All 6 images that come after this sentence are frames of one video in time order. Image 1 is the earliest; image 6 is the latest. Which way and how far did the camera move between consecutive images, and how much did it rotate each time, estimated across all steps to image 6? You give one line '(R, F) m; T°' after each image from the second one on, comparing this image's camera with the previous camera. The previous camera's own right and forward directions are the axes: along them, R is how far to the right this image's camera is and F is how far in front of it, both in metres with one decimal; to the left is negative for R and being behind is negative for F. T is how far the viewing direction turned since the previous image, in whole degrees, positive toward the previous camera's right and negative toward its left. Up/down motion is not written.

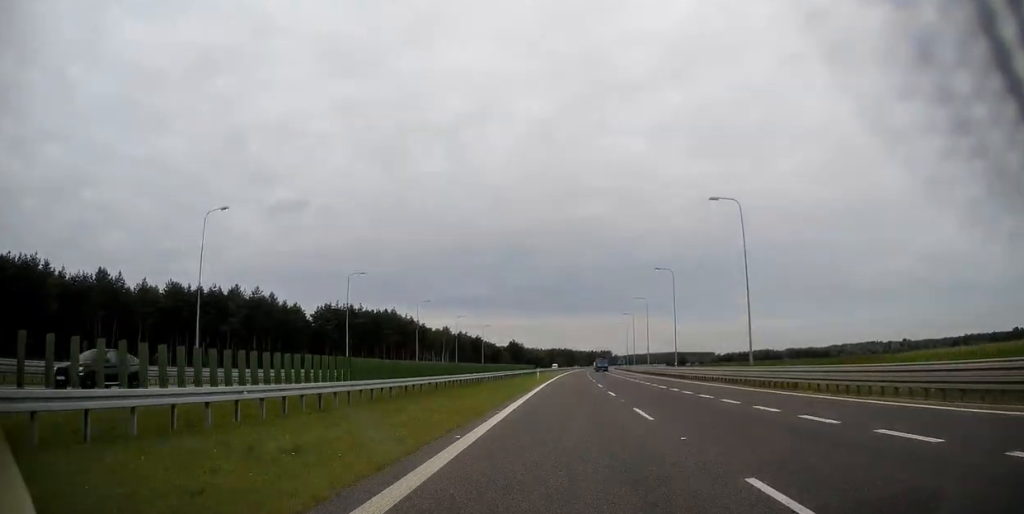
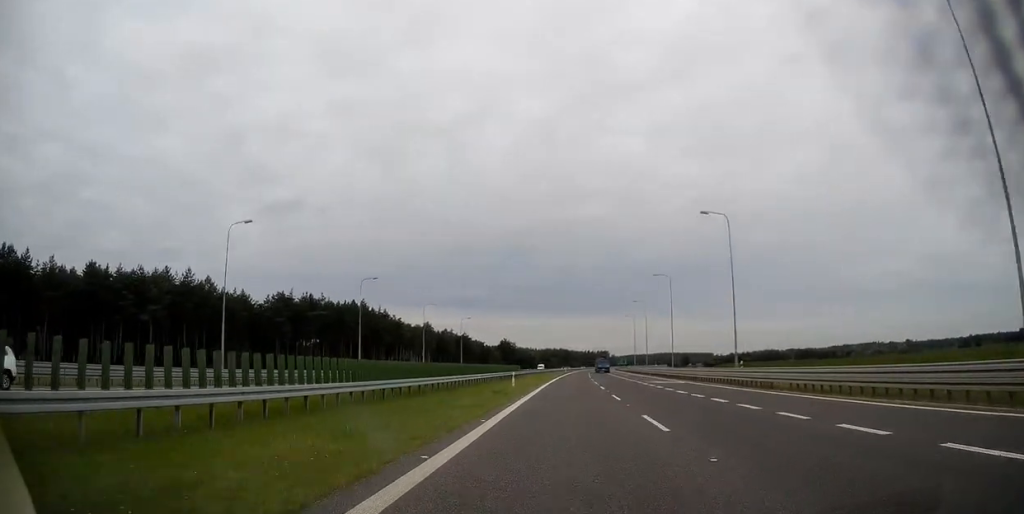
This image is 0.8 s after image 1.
(0.0, +26.6) m; 0°
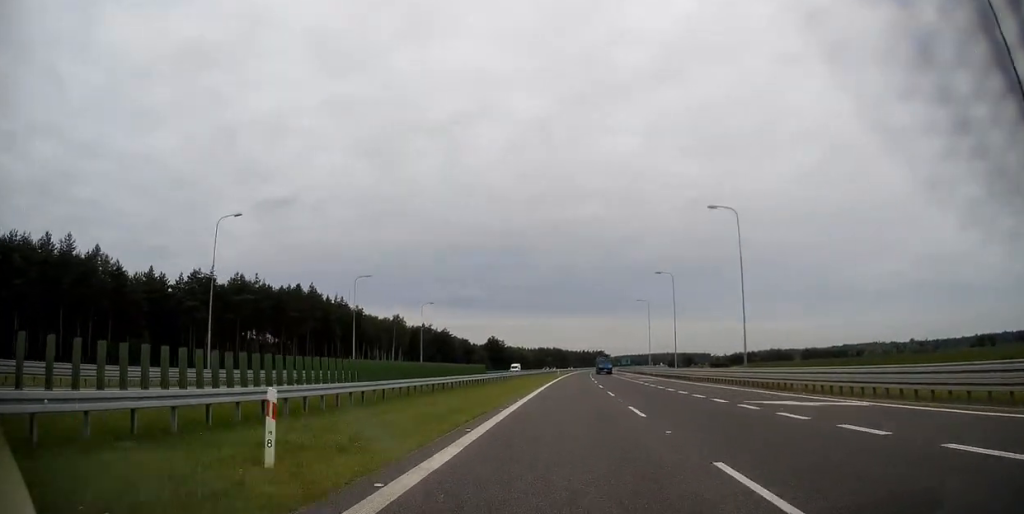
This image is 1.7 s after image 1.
(+0.3, +32.3) m; +1°
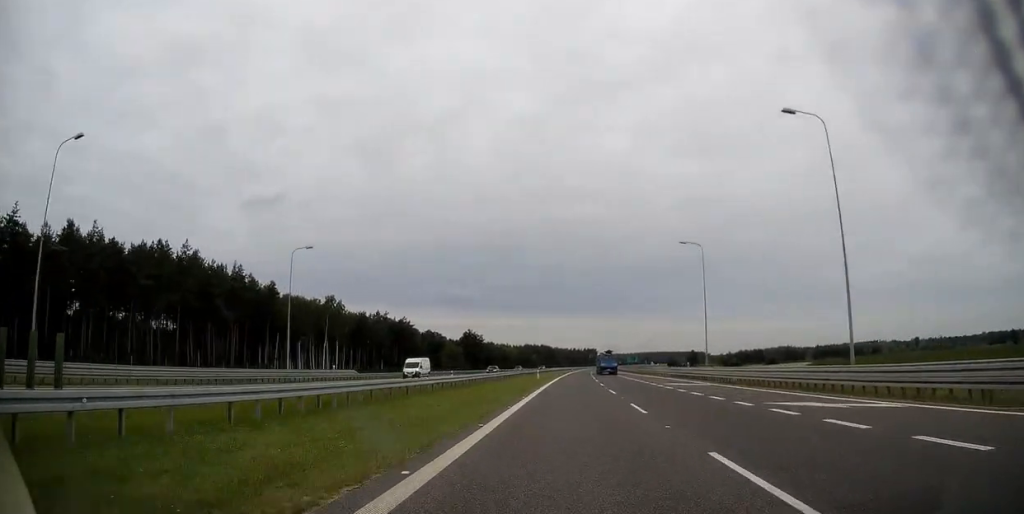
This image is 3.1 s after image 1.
(+0.2, +47.4) m; +1°
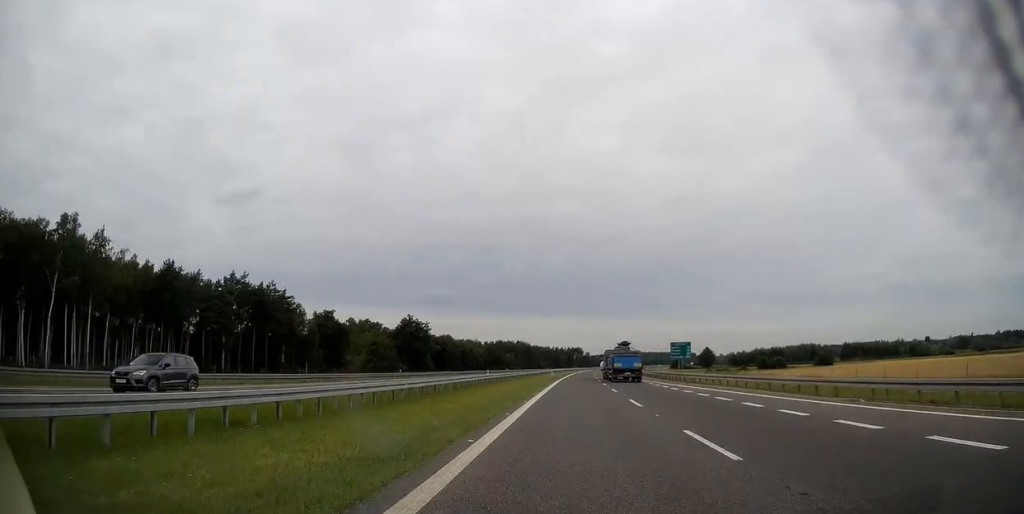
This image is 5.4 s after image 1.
(+1.0, +80.9) m; +2°
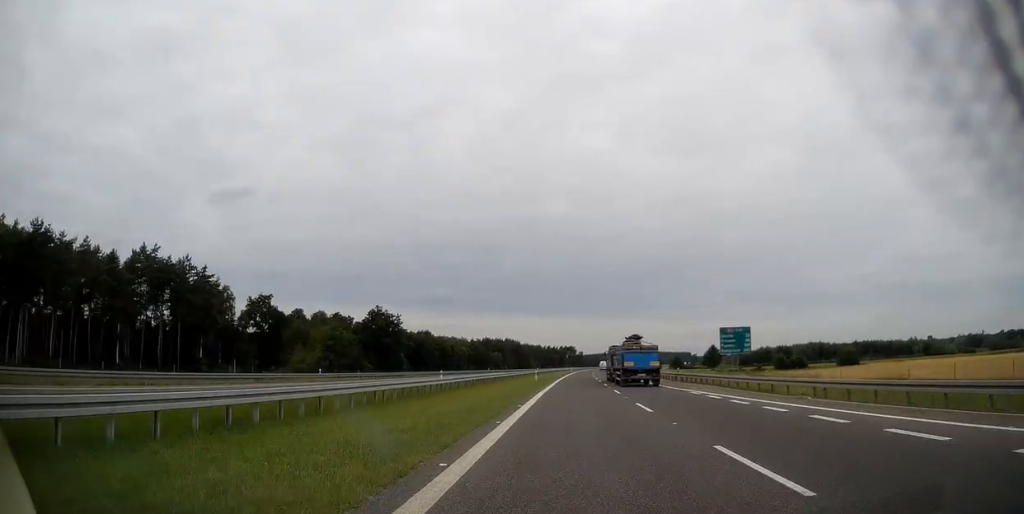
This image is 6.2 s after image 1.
(+0.3, +26.6) m; +1°
